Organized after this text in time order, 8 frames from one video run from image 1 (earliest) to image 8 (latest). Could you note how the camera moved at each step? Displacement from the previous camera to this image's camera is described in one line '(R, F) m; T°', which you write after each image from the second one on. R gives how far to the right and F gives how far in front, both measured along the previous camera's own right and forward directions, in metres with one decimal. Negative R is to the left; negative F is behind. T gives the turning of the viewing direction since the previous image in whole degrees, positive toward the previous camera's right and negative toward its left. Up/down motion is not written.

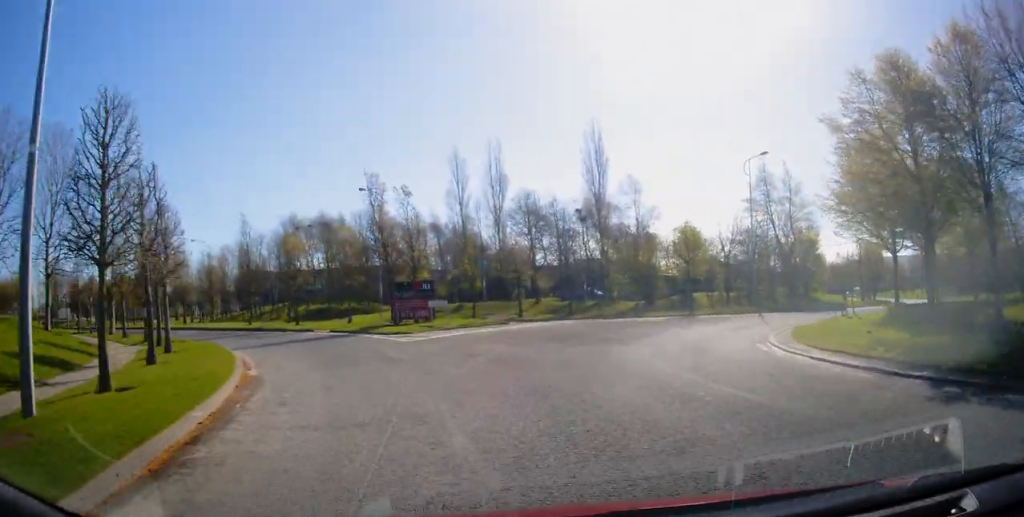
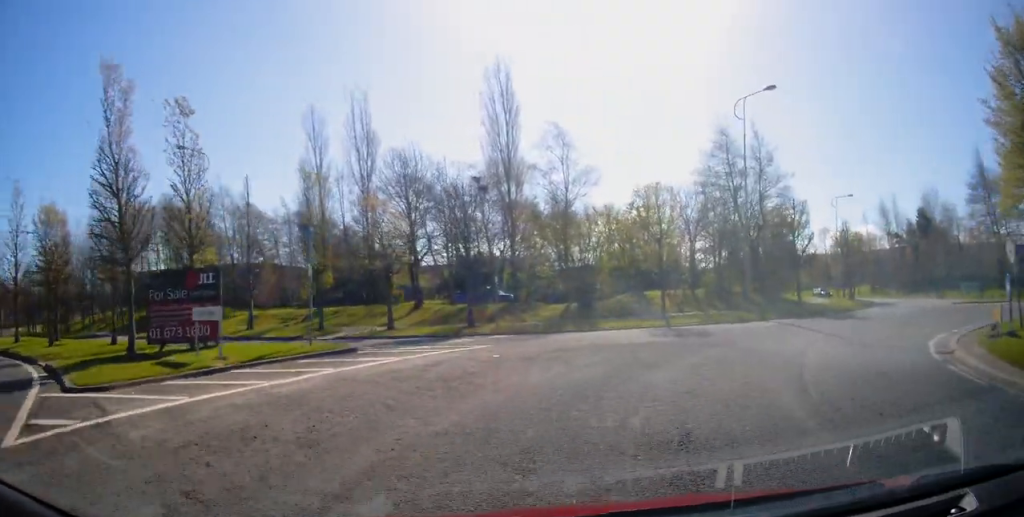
(0.0, +14.1) m; +10°
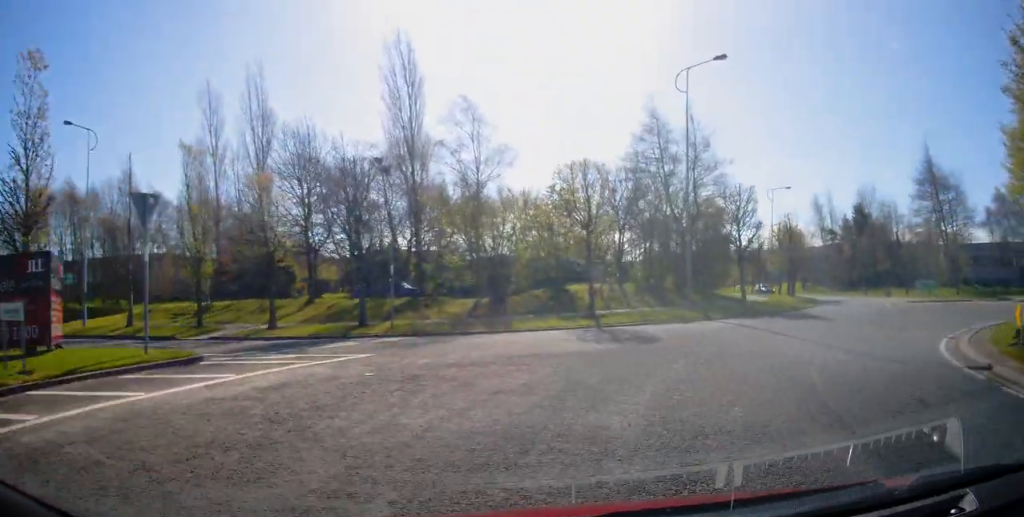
(-0.1, +3.5) m; +7°
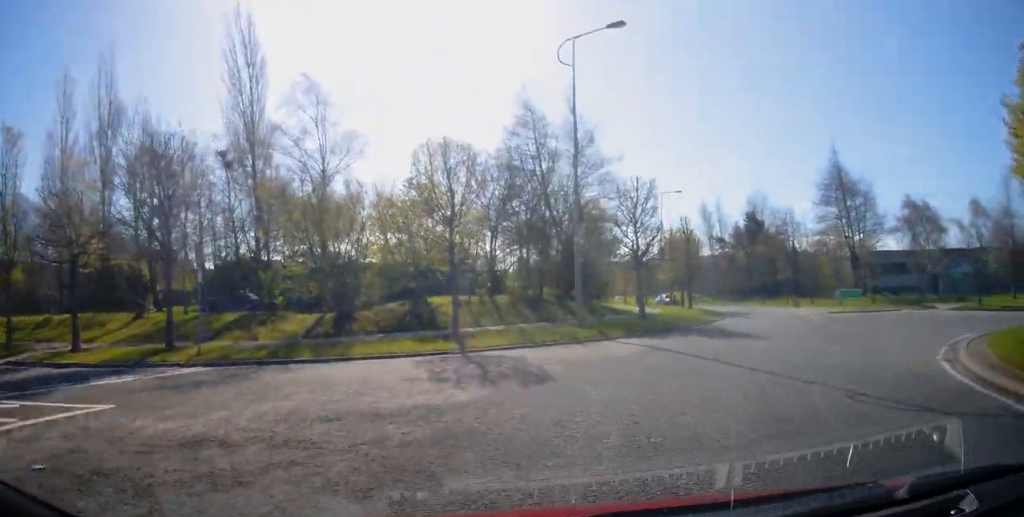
(+0.8, +4.4) m; +11°
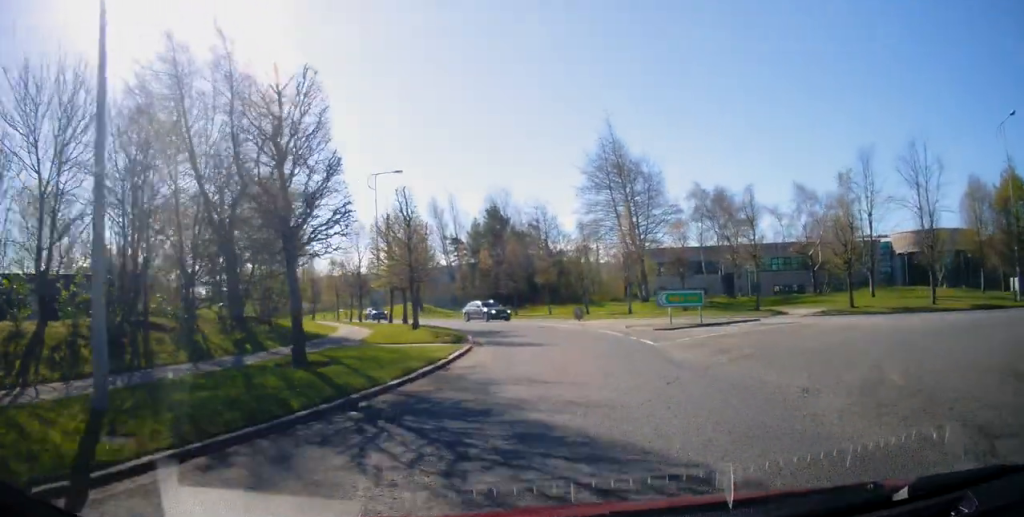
(+2.8, +12.4) m; +22°
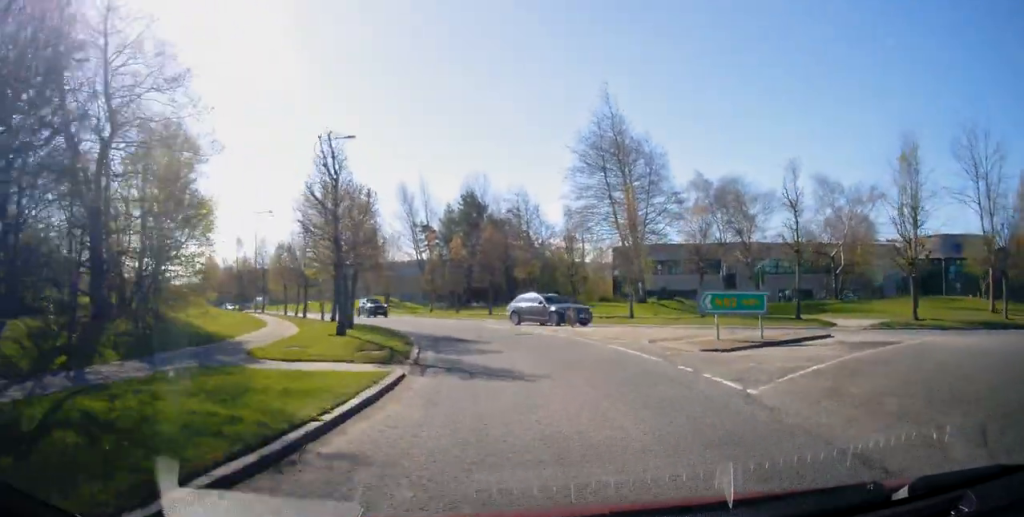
(+0.5, +7.2) m; +4°
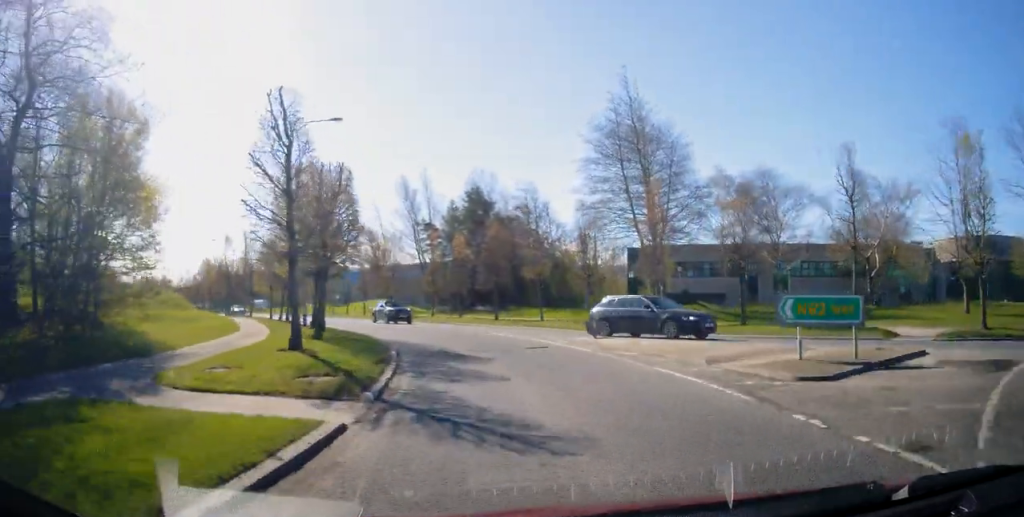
(+0.1, +4.1) m; 0°
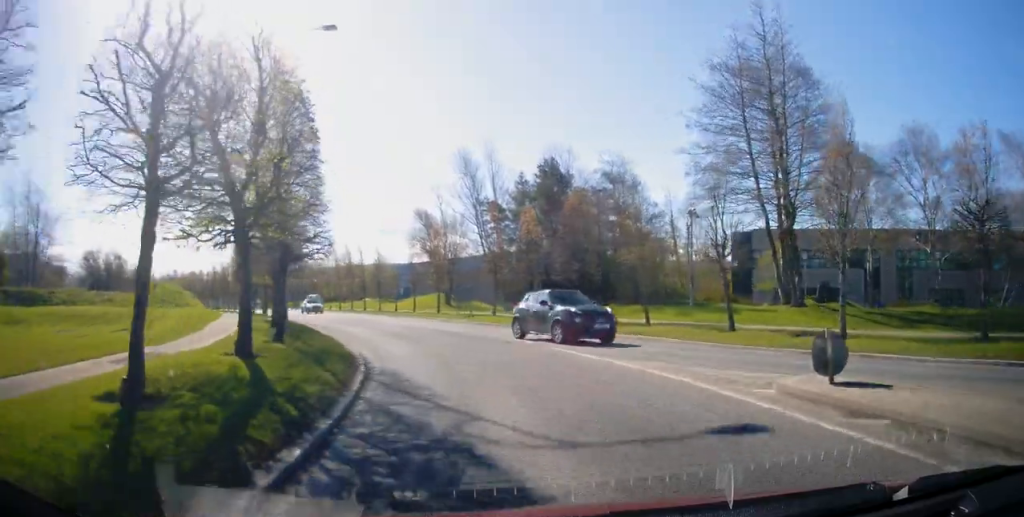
(-0.1, +10.6) m; -6°
